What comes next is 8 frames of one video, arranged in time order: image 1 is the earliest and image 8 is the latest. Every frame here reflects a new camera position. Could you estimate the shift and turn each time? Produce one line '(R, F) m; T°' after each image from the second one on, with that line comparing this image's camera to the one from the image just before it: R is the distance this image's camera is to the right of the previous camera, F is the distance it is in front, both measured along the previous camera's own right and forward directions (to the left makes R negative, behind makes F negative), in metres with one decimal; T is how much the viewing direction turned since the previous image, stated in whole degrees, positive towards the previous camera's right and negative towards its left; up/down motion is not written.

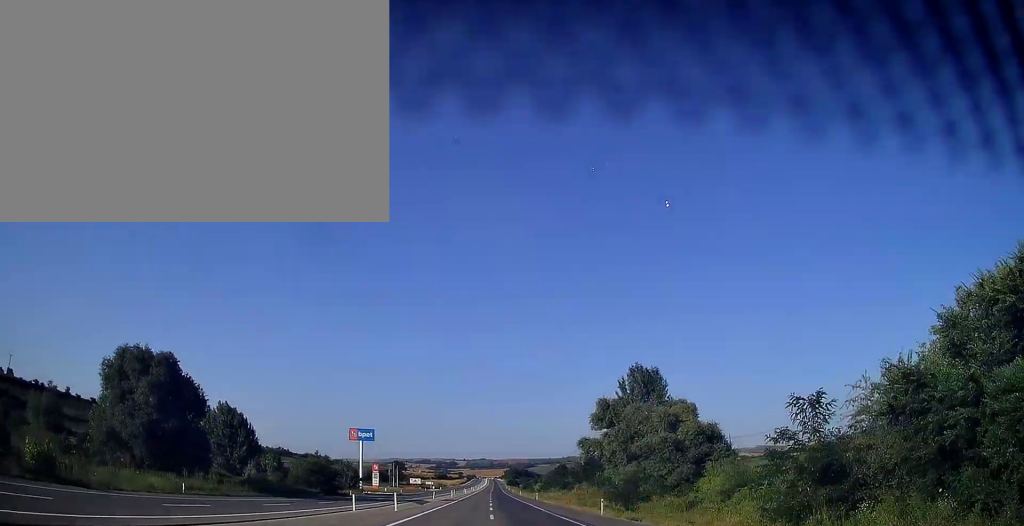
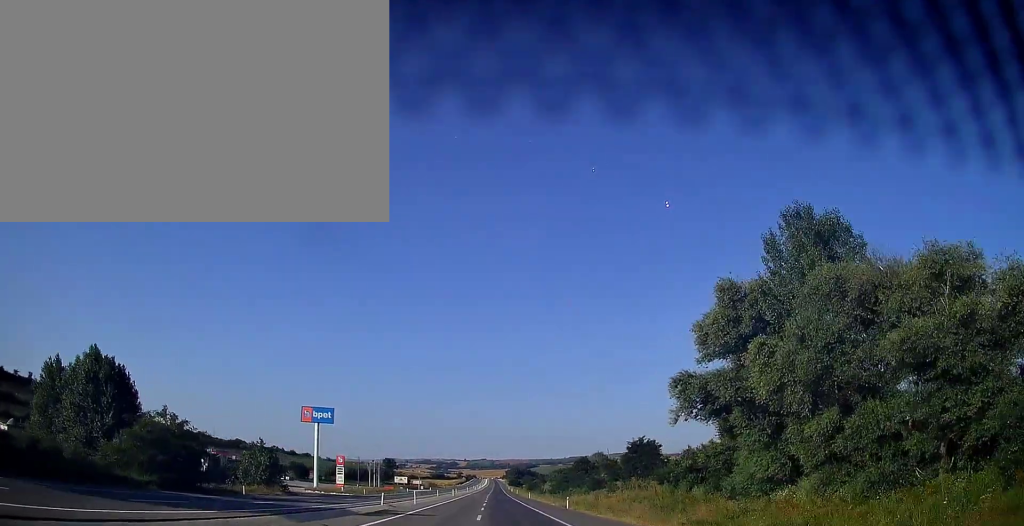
(+0.2, +37.4) m; 0°
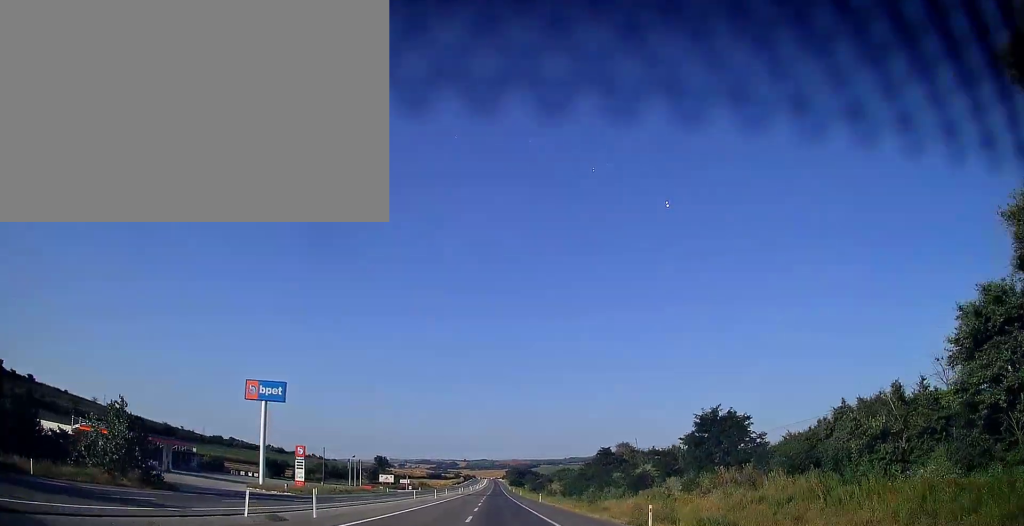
(0.0, +25.9) m; 0°
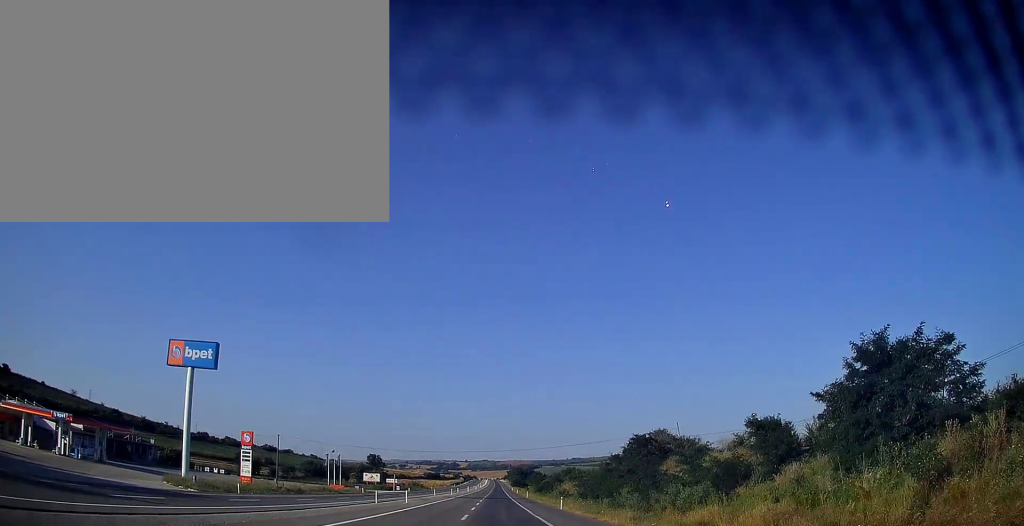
(-0.1, +22.7) m; 0°
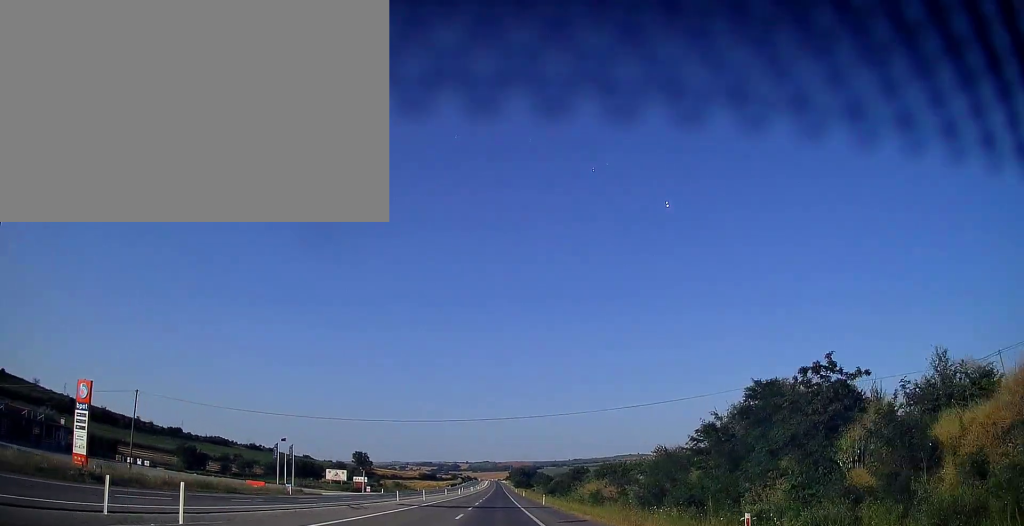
(0.0, +35.0) m; 0°
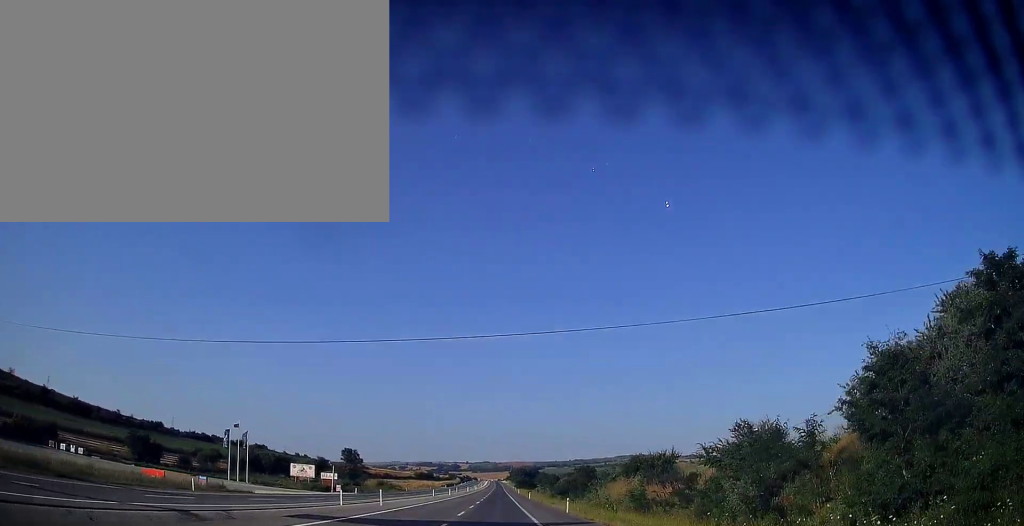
(0.0, +21.6) m; 0°
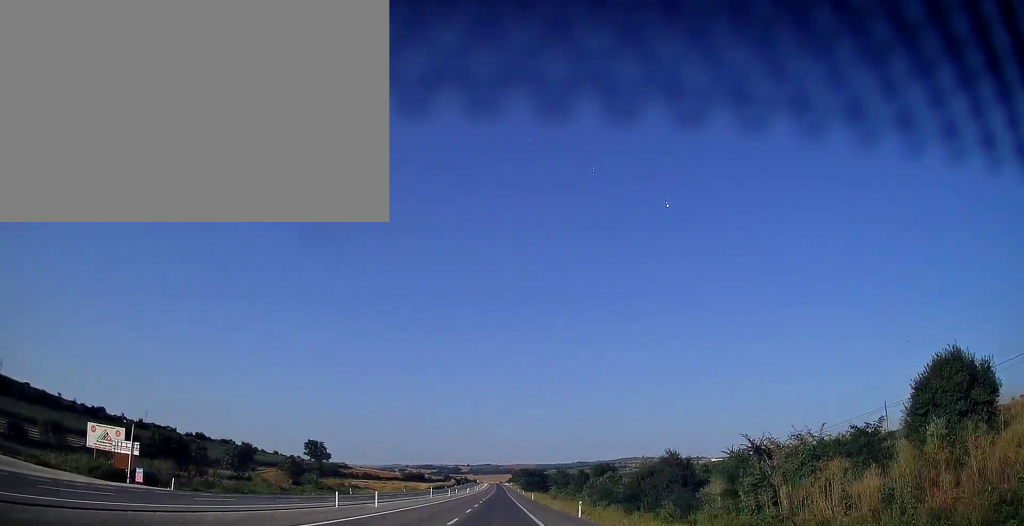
(0.0, +55.2) m; 0°
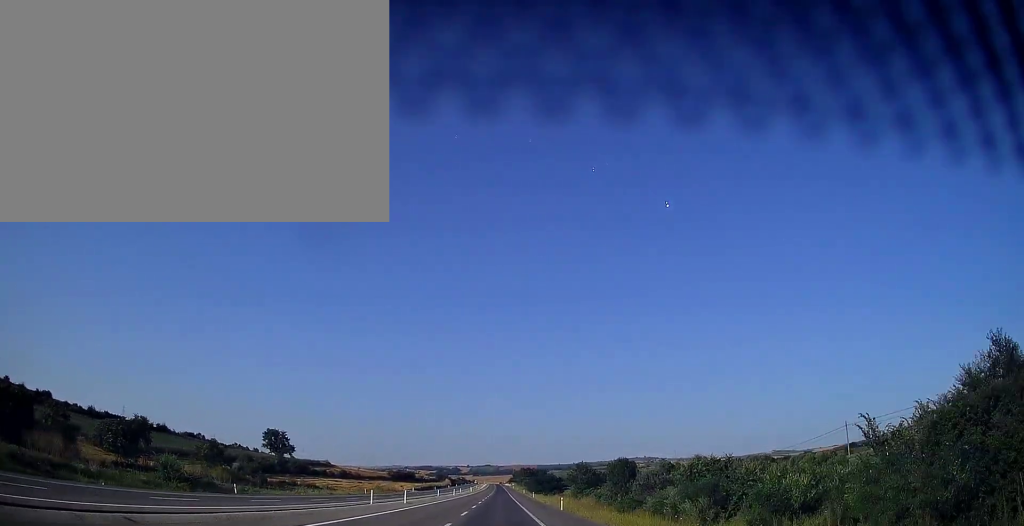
(-0.1, +40.6) m; 0°
